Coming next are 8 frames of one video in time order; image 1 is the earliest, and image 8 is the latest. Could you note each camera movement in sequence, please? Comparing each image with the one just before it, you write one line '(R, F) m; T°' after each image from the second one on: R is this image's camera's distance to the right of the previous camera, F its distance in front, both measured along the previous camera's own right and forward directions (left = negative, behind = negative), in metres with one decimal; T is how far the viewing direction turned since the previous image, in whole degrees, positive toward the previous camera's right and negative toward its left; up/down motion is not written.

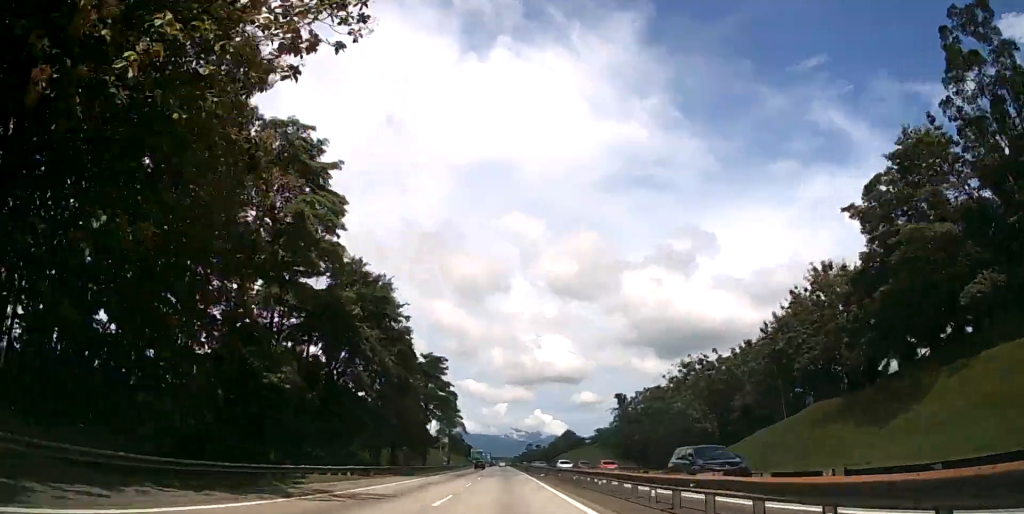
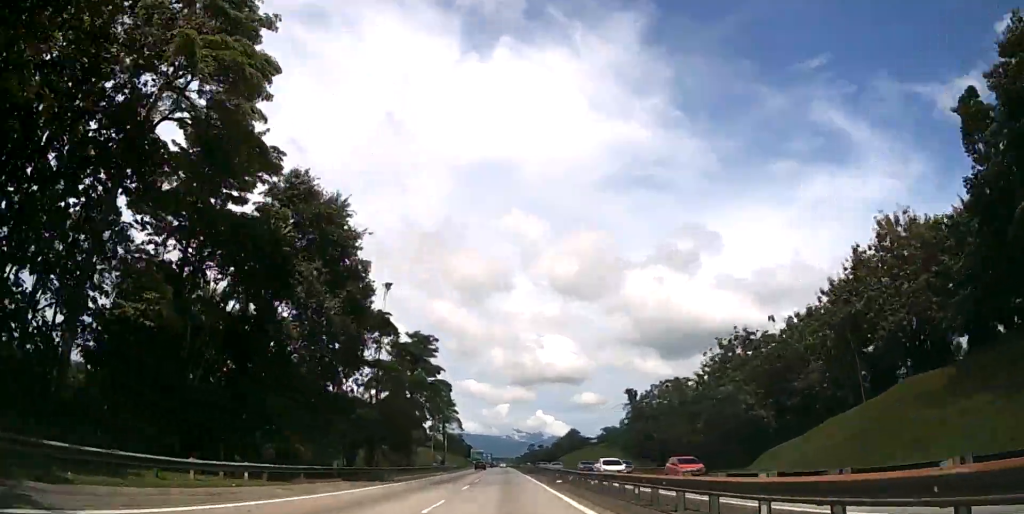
(0.0, +14.2) m; 0°
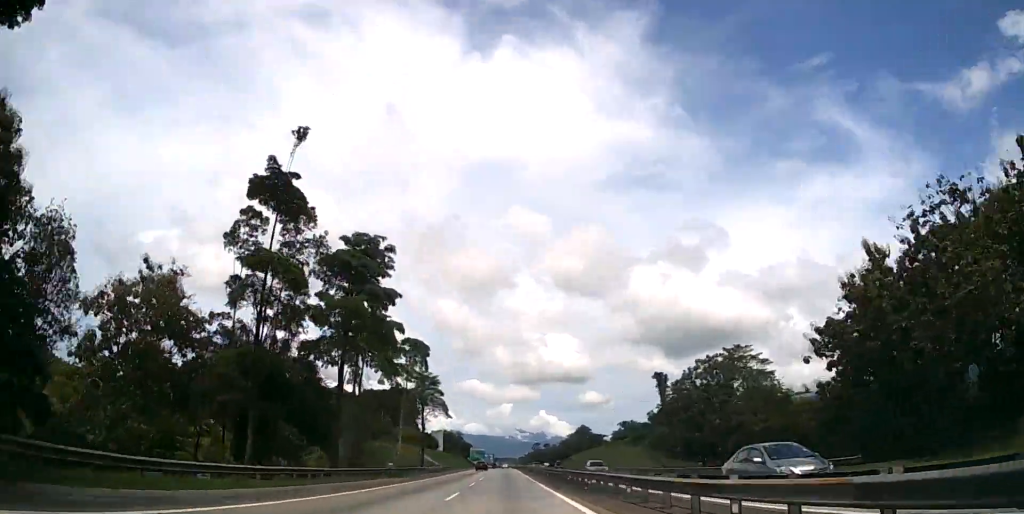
(-0.1, +30.7) m; 0°
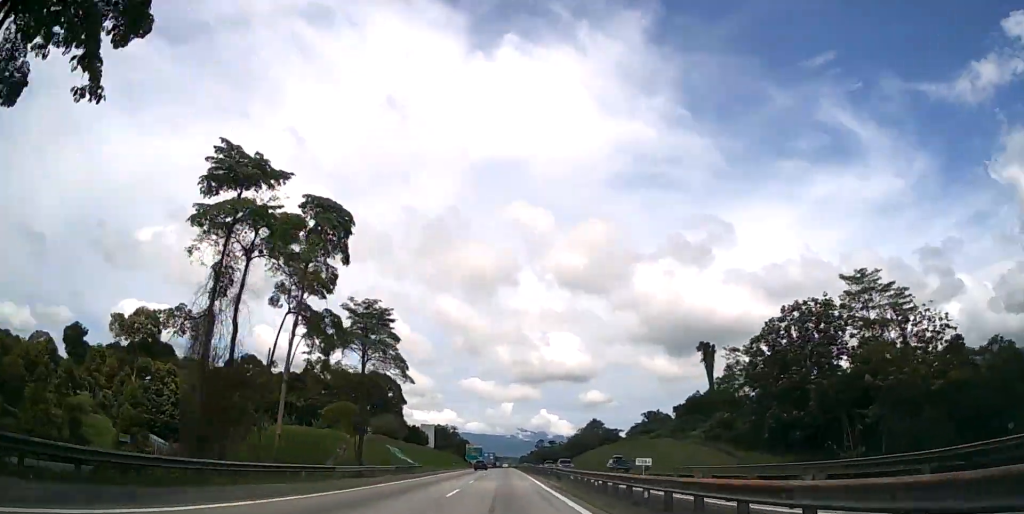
(0.0, +34.5) m; 0°
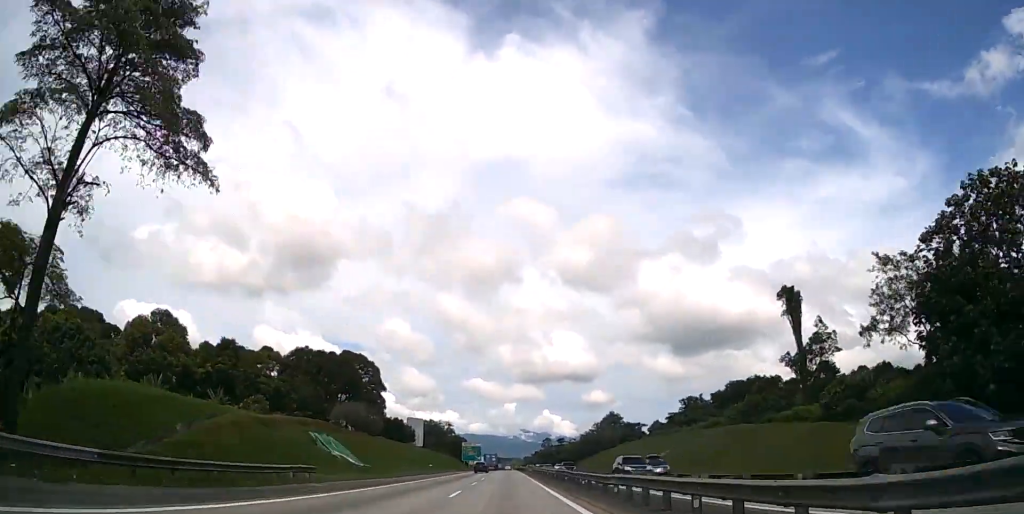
(-0.1, +36.1) m; 0°
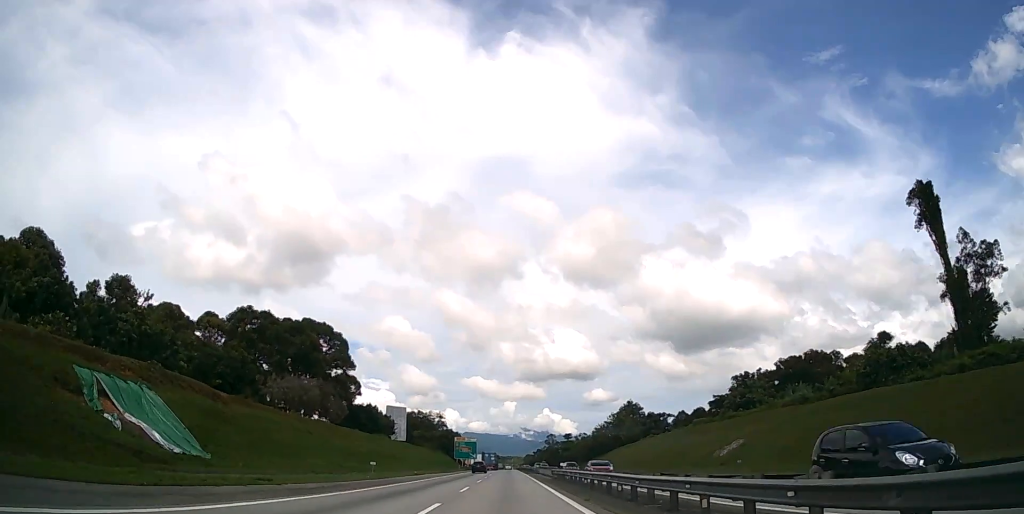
(0.0, +32.6) m; 0°
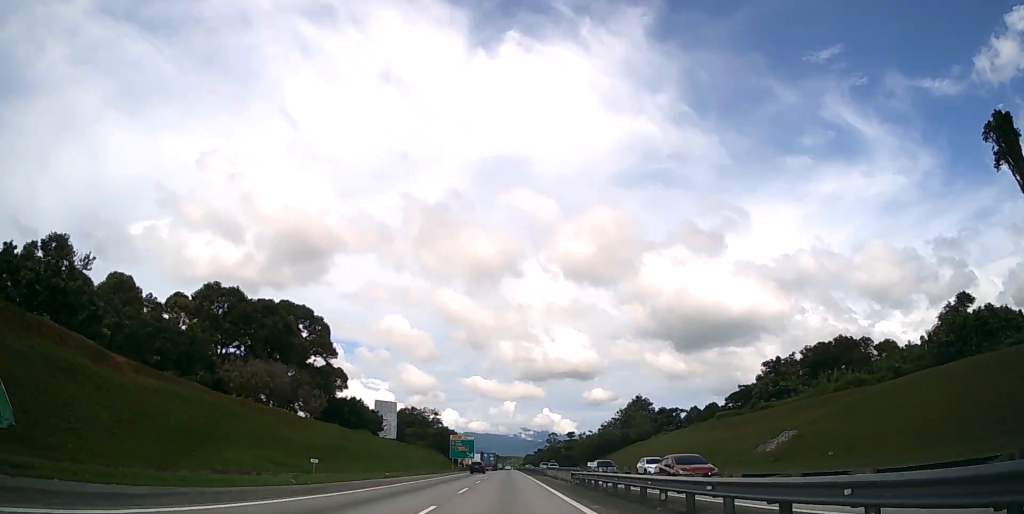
(0.0, +13.3) m; 0°
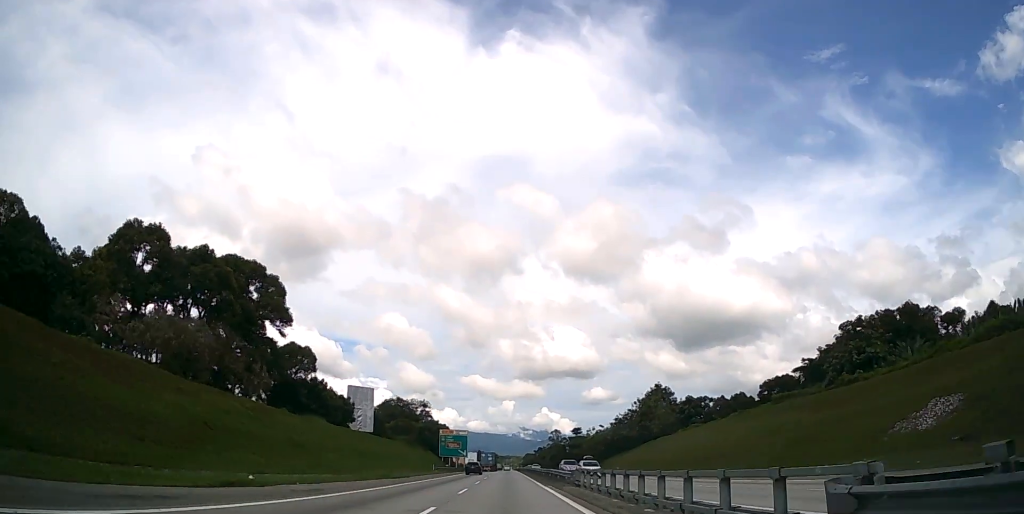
(0.0, +24.2) m; 0°
